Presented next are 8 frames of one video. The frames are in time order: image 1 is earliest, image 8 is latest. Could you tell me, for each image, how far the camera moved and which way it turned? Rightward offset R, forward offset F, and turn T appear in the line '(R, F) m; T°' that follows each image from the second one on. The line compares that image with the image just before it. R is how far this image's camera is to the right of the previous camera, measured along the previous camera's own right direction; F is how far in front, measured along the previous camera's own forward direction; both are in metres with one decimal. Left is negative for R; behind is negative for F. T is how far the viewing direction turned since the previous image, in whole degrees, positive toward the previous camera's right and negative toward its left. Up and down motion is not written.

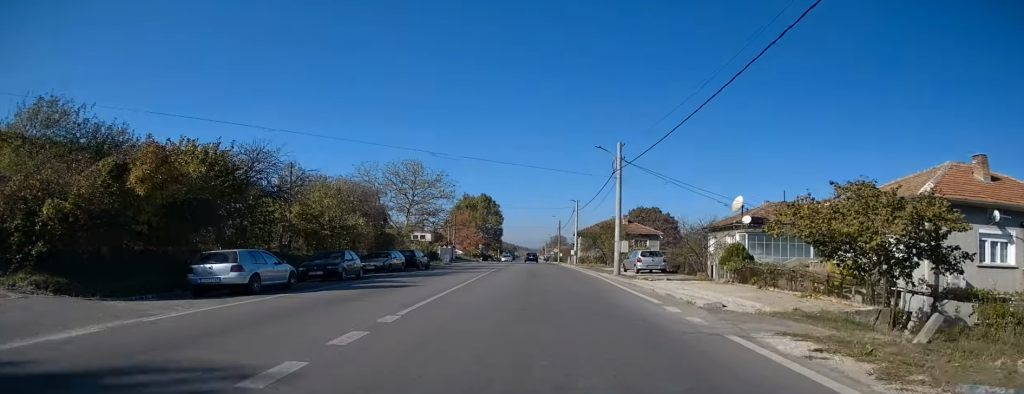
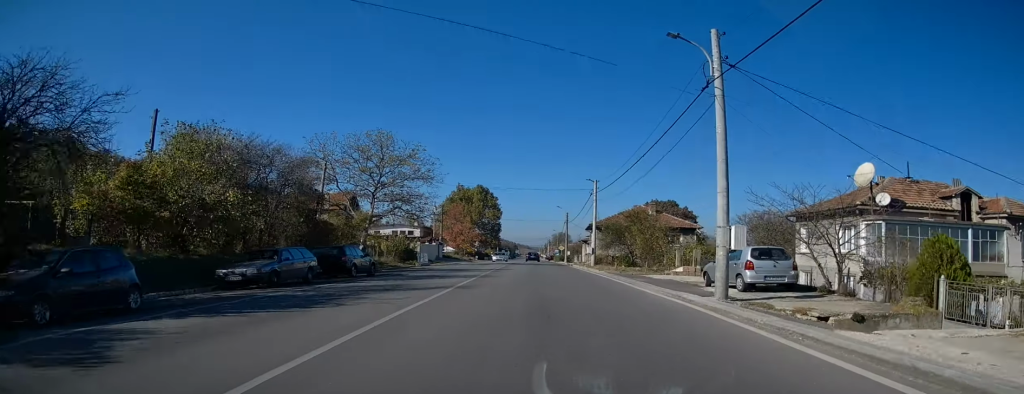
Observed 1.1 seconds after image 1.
(-0.2, +15.7) m; 0°
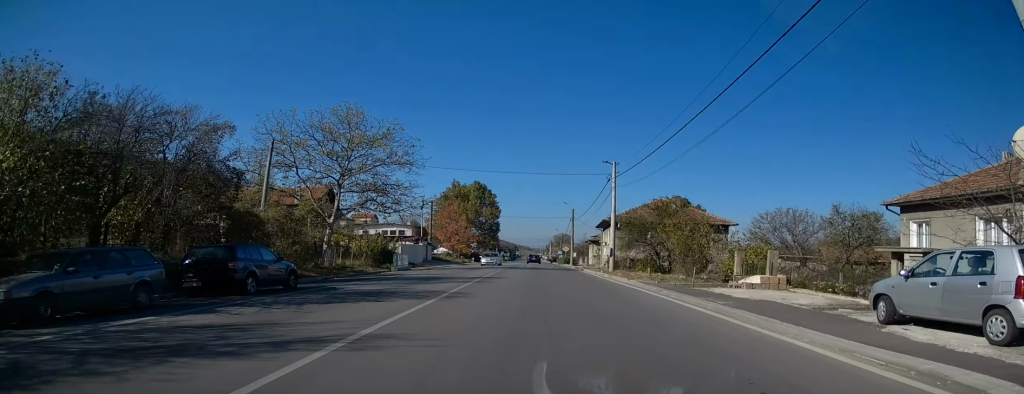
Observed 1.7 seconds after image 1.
(+0.1, +9.6) m; 0°
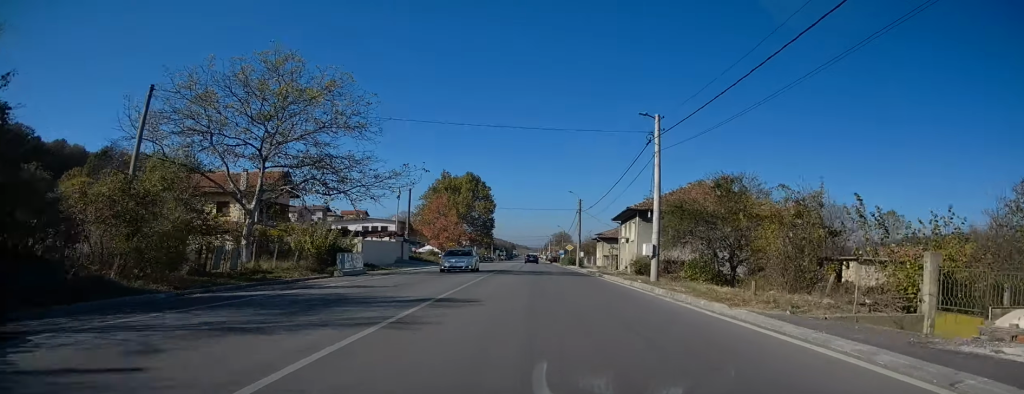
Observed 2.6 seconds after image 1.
(+0.1, +12.3) m; 0°
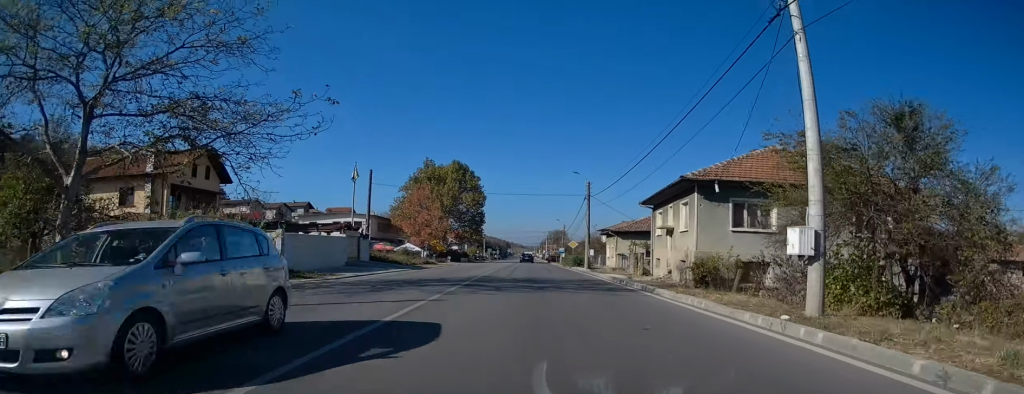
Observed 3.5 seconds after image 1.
(-0.3, +13.0) m; 0°
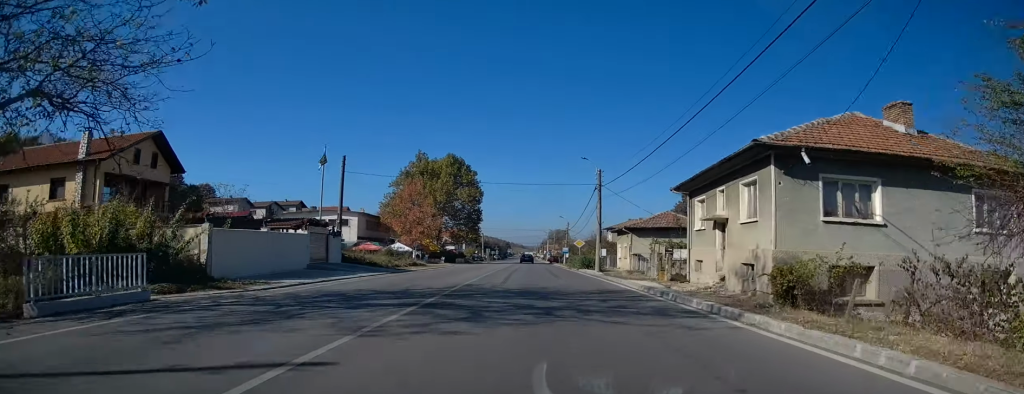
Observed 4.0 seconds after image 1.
(0.0, +6.9) m; +1°
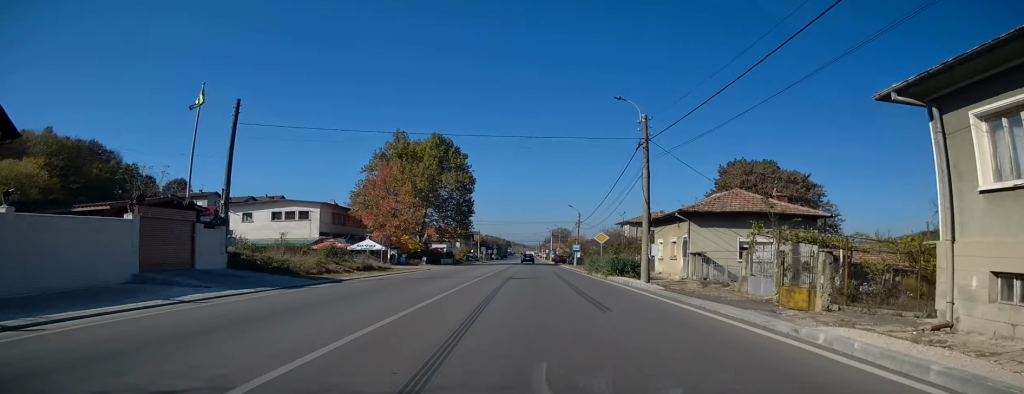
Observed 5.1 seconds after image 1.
(+0.4, +15.3) m; +1°
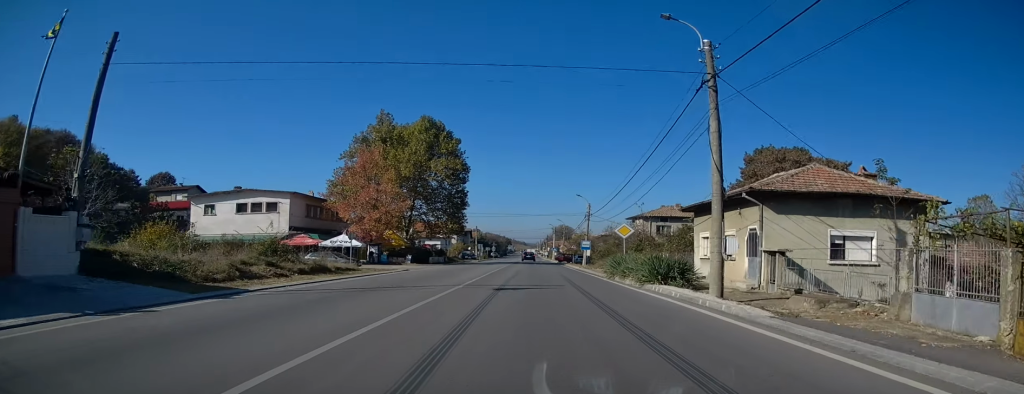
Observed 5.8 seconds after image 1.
(-0.1, +8.8) m; -1°
